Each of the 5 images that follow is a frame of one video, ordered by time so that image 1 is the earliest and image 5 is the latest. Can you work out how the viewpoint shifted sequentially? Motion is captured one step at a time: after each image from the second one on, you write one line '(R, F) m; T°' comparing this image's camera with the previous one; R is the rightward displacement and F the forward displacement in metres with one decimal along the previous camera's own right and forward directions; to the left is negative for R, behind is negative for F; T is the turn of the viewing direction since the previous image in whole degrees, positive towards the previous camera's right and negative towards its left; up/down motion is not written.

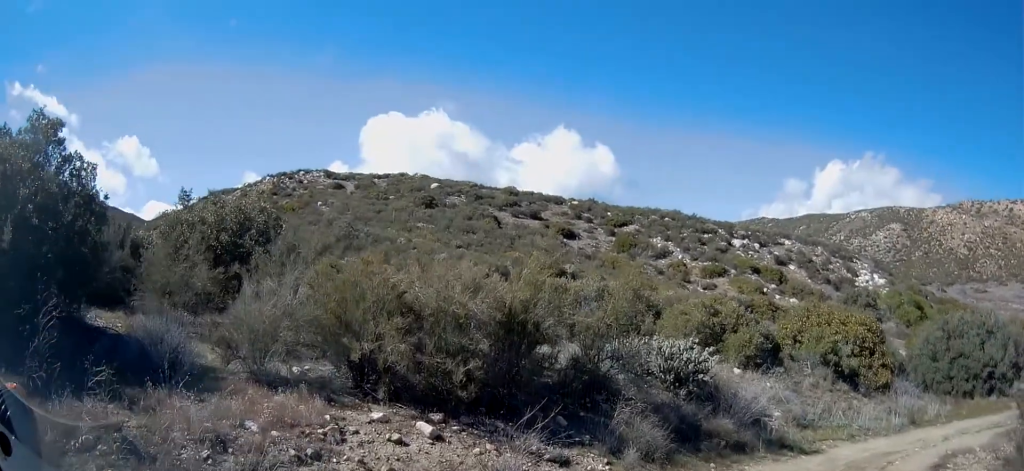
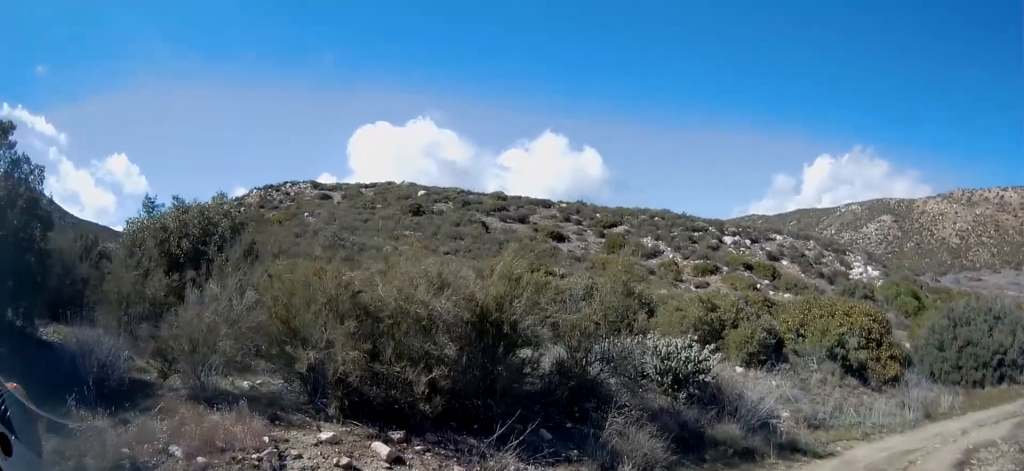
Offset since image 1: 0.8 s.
(-0.6, +0.8) m; 0°
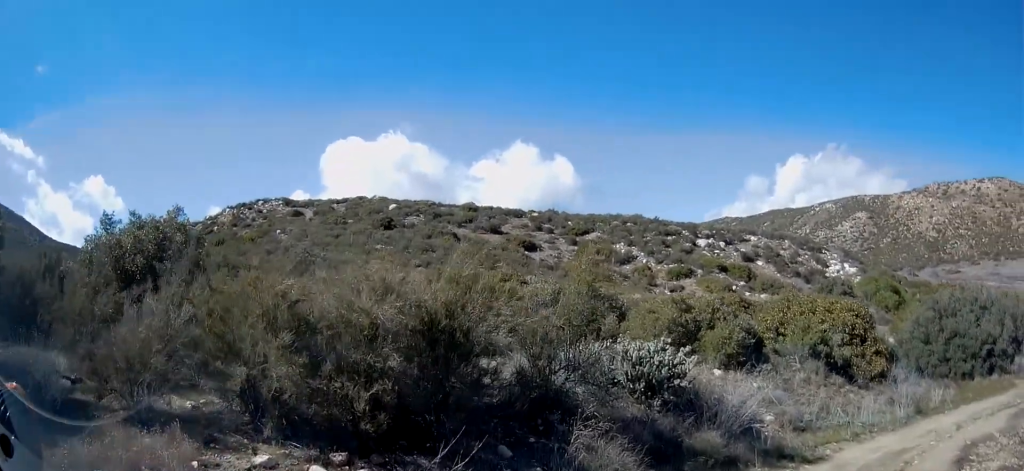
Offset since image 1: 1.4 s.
(-0.1, +0.6) m; 0°
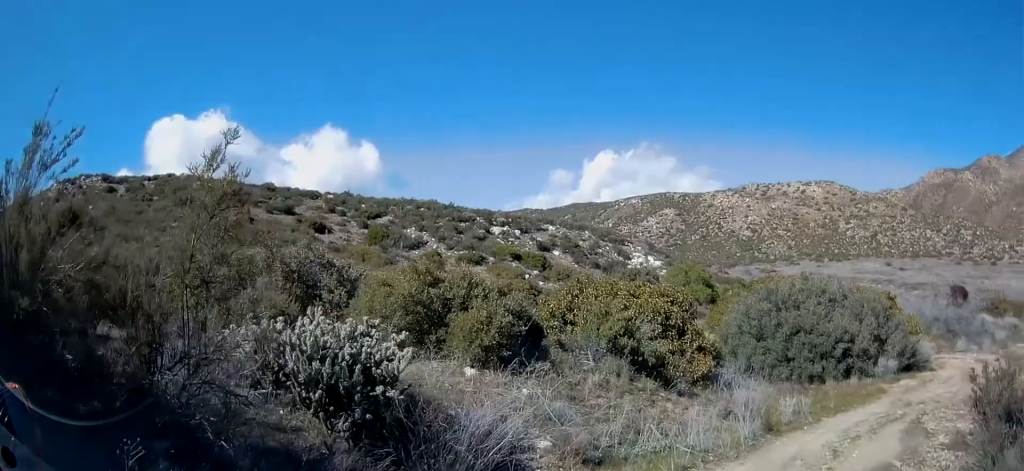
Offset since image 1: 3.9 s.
(+0.4, +3.6) m; +19°
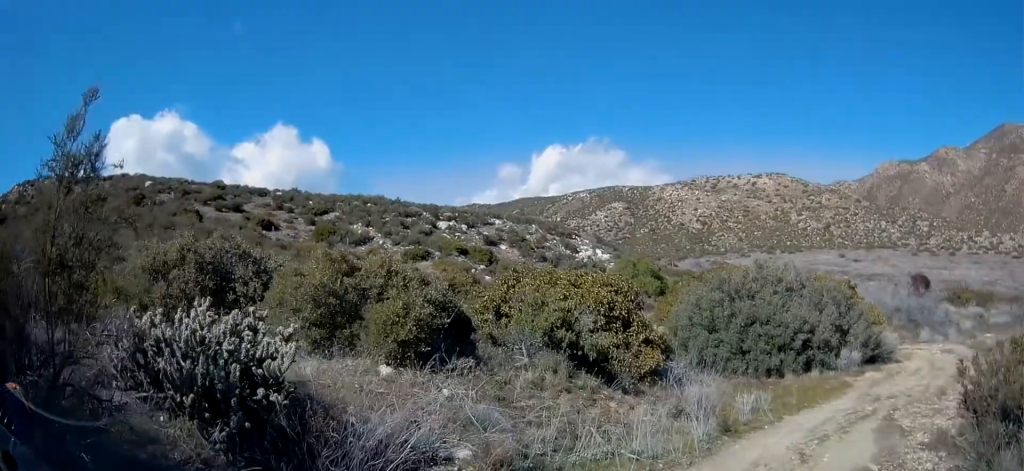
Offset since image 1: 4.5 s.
(-0.1, +0.9) m; +12°
